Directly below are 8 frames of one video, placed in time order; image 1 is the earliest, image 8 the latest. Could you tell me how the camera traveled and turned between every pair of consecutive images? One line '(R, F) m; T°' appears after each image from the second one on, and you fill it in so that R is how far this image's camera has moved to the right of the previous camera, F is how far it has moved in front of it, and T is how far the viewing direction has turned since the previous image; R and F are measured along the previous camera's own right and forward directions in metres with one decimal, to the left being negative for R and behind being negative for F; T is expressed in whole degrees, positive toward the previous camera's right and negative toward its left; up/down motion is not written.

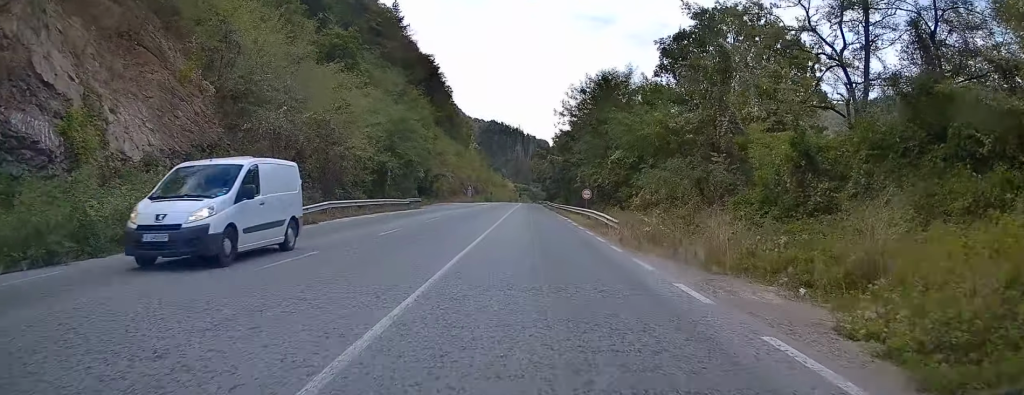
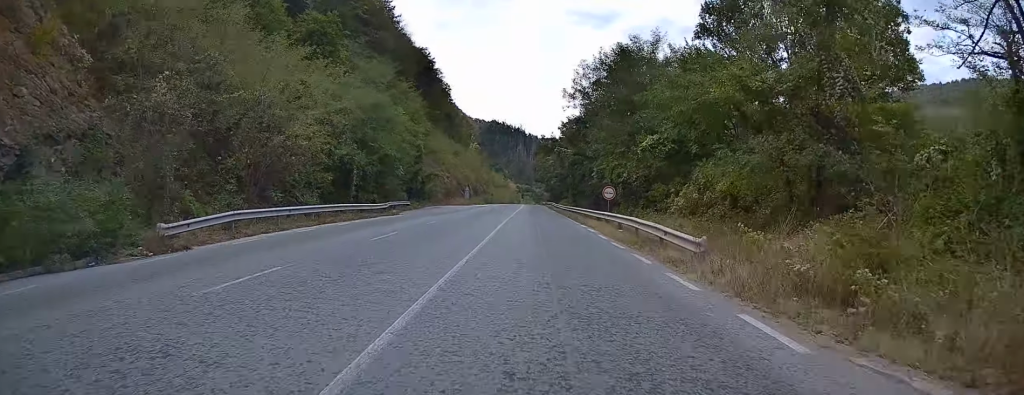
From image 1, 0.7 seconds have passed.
(-0.1, +11.0) m; 0°
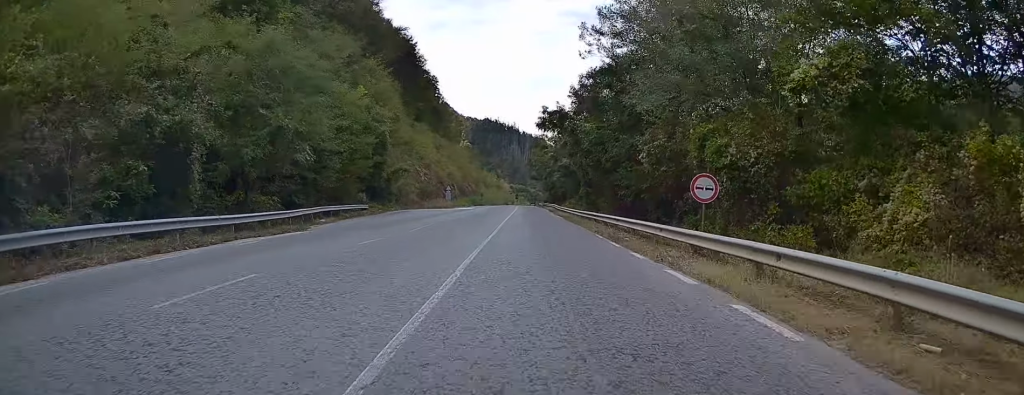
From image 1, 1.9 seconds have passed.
(+0.1, +19.9) m; +1°
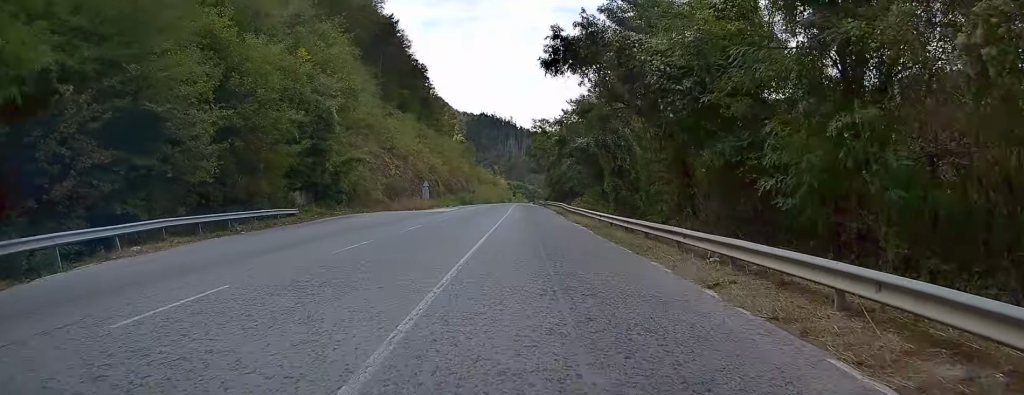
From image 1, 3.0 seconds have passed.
(+0.3, +19.3) m; 0°
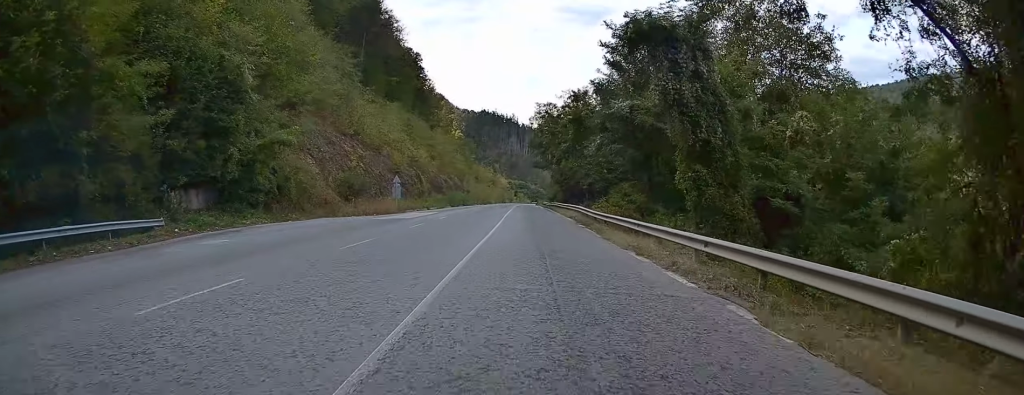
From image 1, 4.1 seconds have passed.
(-0.4, +17.6) m; -1°
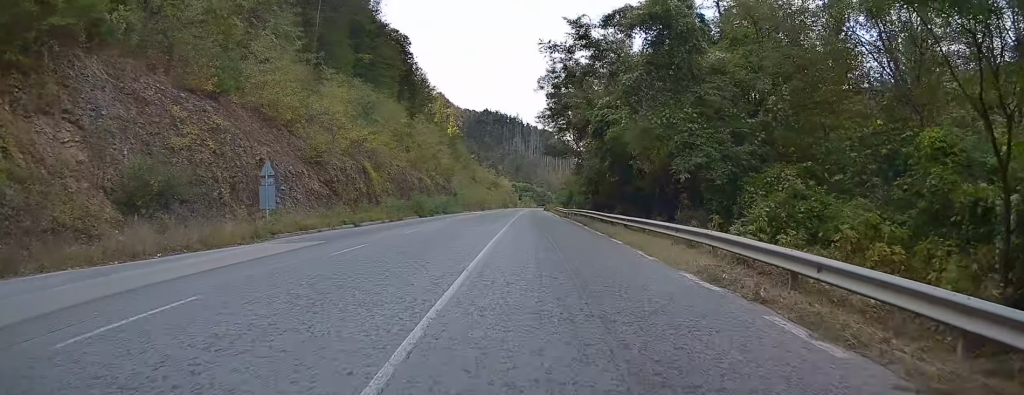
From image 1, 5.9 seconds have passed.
(-0.1, +29.1) m; 0°
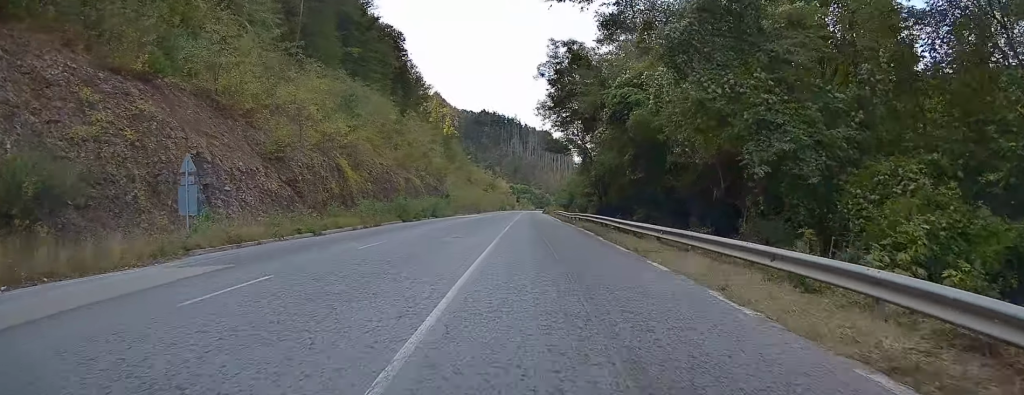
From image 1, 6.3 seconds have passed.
(0.0, +6.6) m; 0°
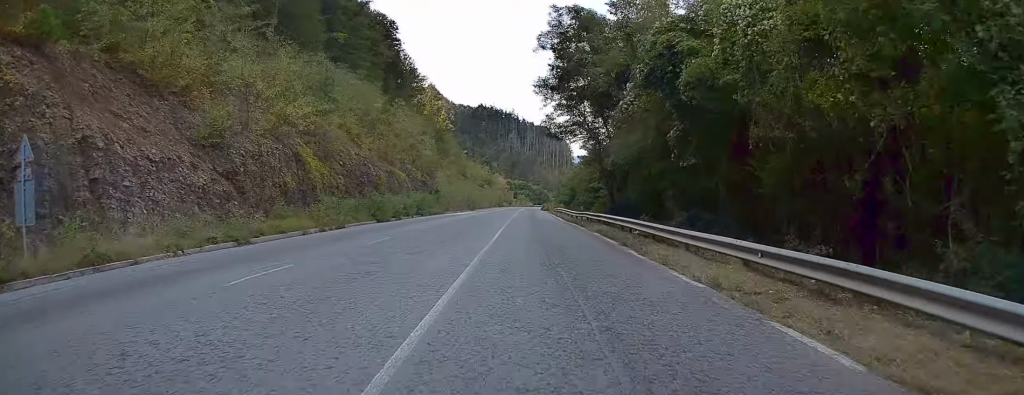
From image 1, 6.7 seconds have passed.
(0.0, +7.6) m; +1°
